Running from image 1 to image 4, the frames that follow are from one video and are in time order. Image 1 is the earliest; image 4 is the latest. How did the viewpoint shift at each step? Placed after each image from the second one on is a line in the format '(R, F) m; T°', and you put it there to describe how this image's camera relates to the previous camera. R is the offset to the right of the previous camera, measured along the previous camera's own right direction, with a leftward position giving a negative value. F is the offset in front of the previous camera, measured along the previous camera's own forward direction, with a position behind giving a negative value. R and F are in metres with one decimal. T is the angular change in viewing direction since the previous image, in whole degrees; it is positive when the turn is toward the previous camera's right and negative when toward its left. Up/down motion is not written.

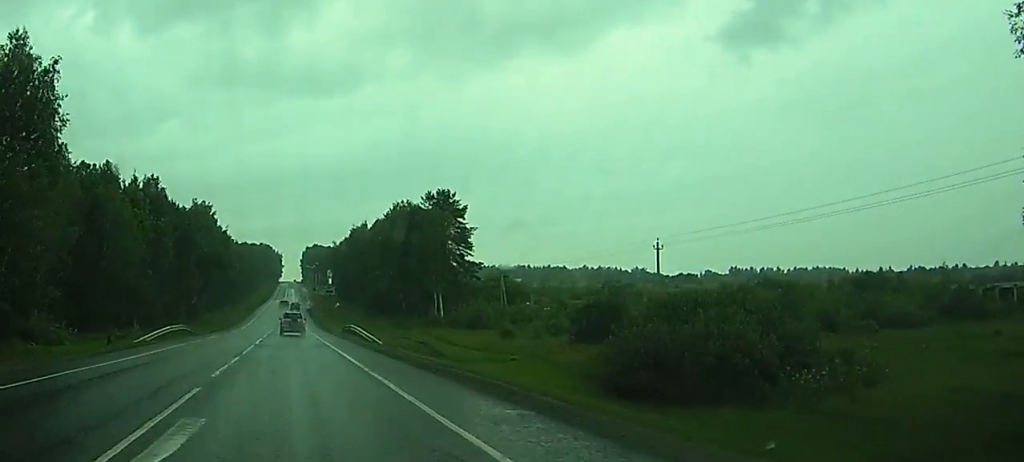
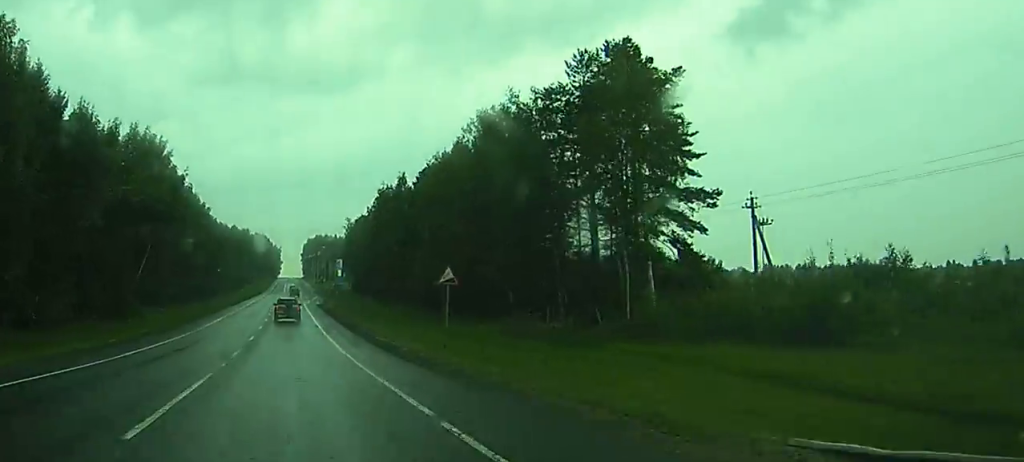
(+0.7, +70.2) m; 0°
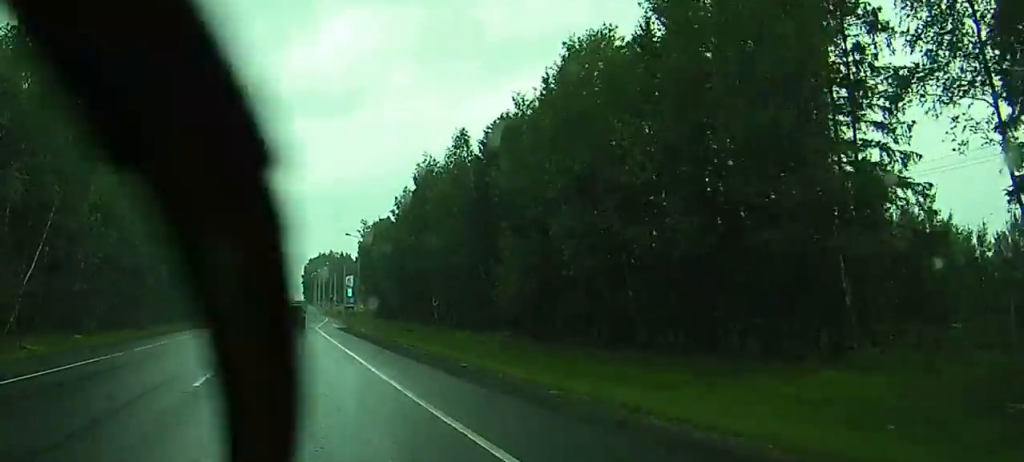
(0.0, +46.4) m; 0°
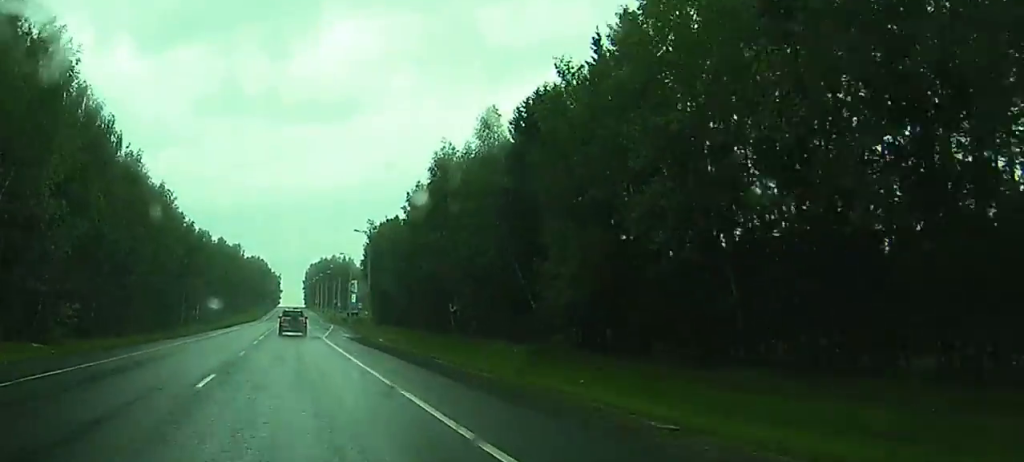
(-0.1, +11.9) m; 0°
